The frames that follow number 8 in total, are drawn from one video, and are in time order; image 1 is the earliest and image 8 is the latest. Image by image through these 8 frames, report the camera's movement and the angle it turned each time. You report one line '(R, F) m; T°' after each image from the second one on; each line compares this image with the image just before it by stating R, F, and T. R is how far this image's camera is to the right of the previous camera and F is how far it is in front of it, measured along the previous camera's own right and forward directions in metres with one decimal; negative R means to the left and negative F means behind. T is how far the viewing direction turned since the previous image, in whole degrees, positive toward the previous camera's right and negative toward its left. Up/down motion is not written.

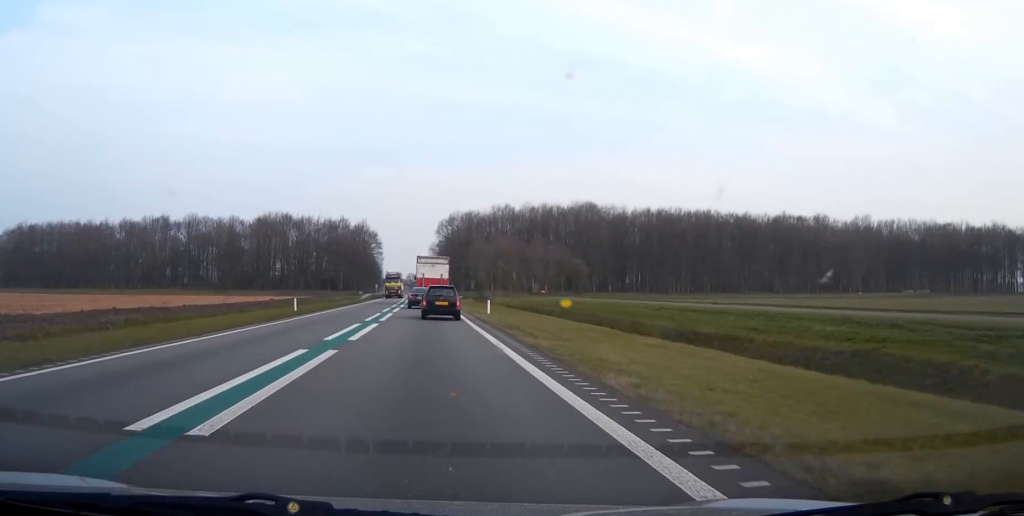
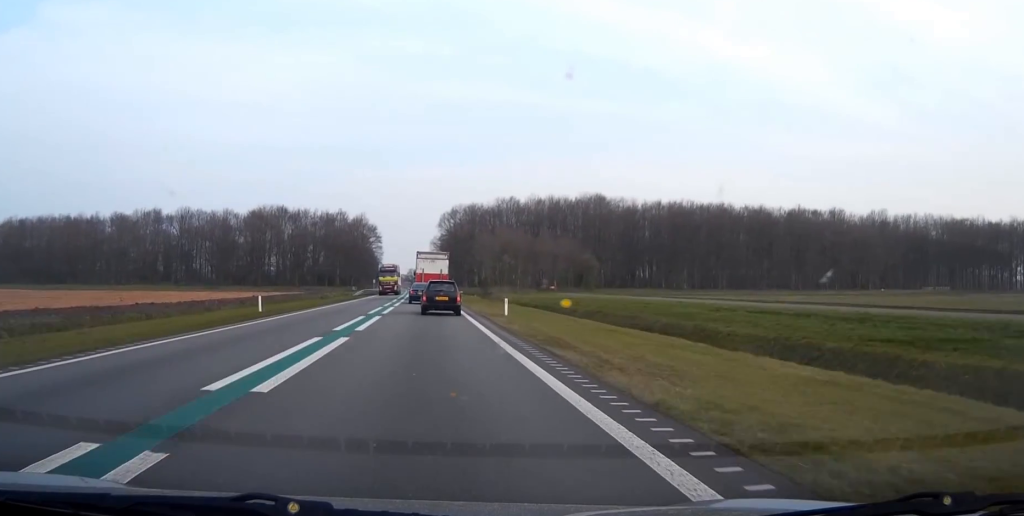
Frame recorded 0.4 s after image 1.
(0.0, +9.8) m; 0°
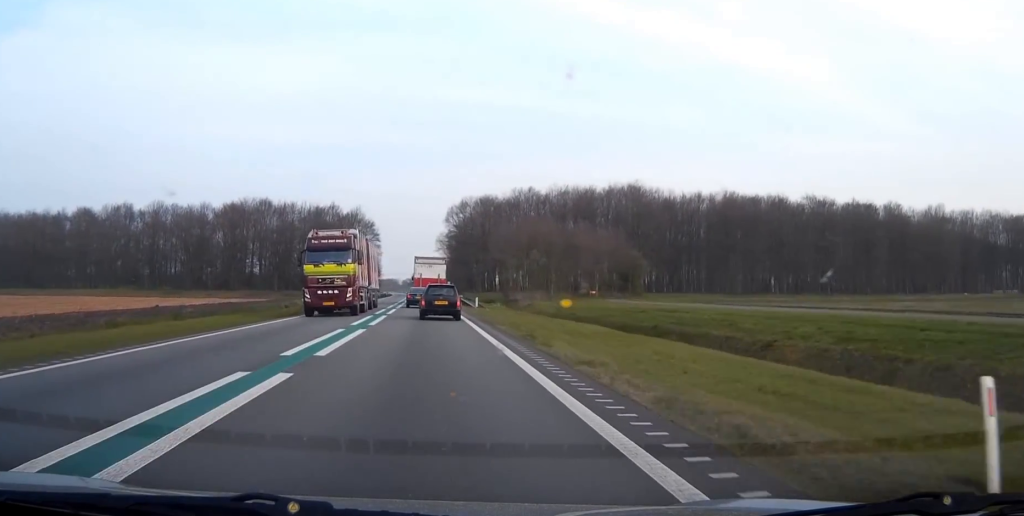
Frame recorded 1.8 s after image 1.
(-0.1, +31.0) m; -1°
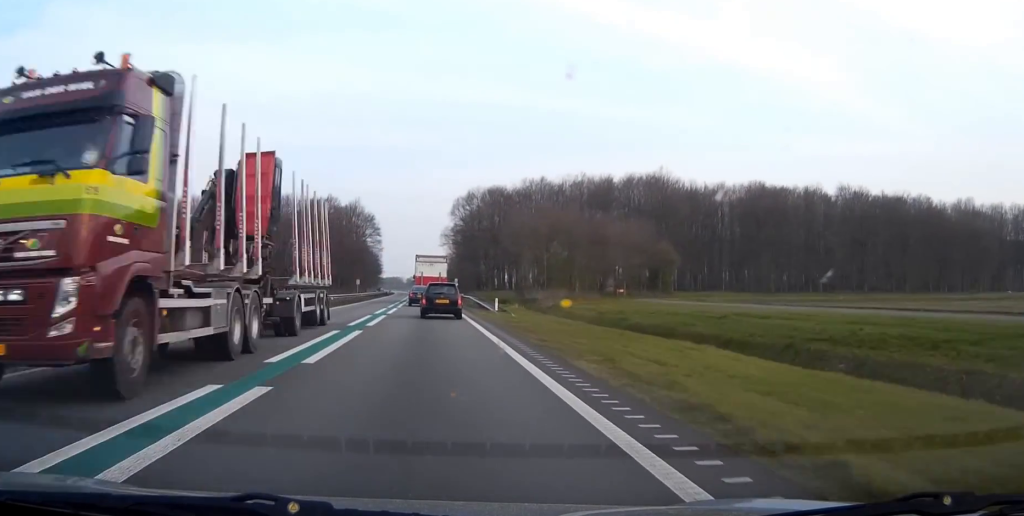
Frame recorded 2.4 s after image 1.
(0.0, +13.6) m; -1°
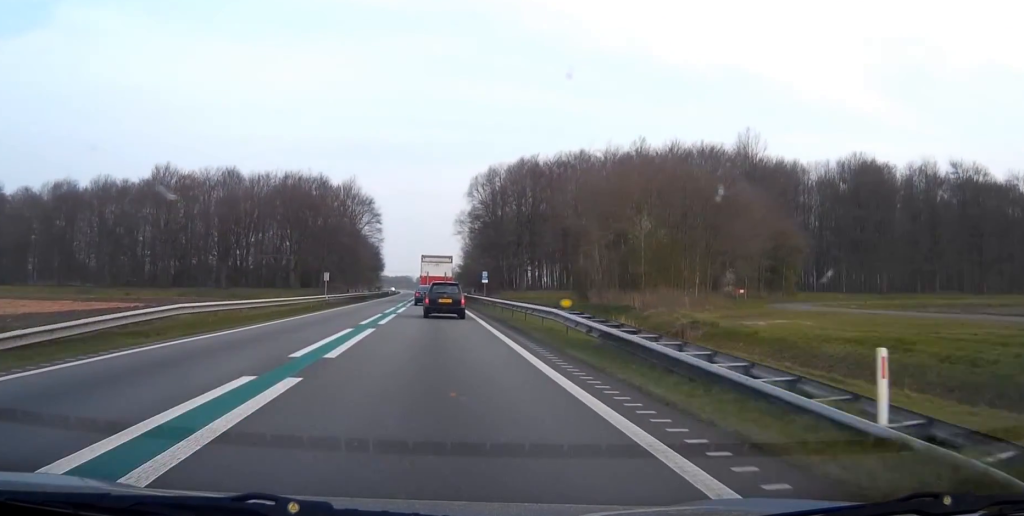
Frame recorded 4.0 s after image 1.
(-0.4, +35.0) m; 0°
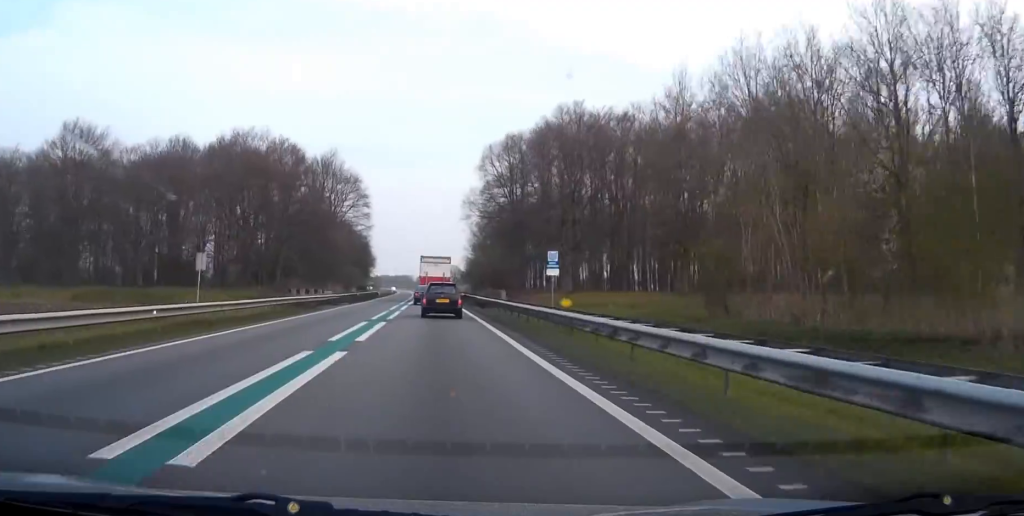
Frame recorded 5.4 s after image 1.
(+0.1, +31.5) m; 0°
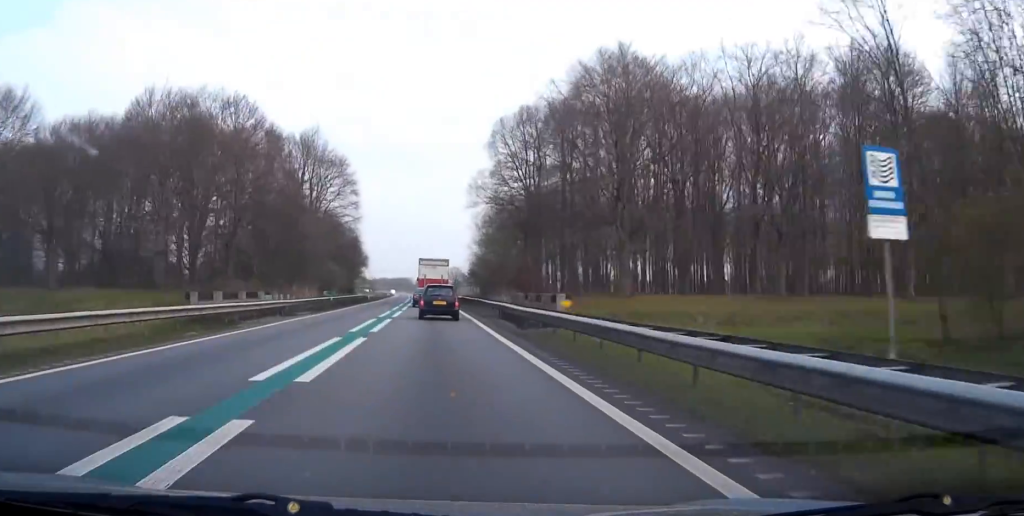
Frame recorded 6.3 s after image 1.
(-0.2, +18.8) m; -1°
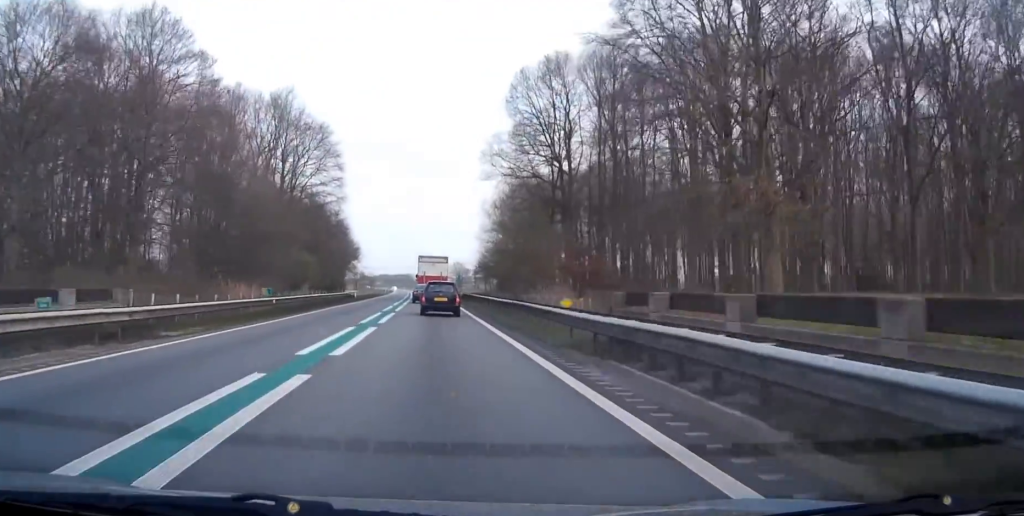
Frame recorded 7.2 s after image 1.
(-0.1, +20.0) m; -1°
